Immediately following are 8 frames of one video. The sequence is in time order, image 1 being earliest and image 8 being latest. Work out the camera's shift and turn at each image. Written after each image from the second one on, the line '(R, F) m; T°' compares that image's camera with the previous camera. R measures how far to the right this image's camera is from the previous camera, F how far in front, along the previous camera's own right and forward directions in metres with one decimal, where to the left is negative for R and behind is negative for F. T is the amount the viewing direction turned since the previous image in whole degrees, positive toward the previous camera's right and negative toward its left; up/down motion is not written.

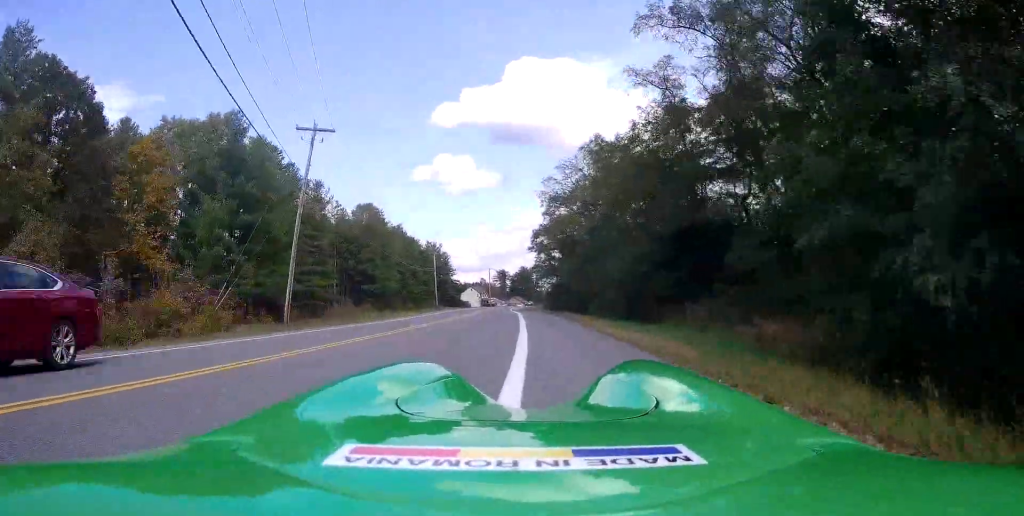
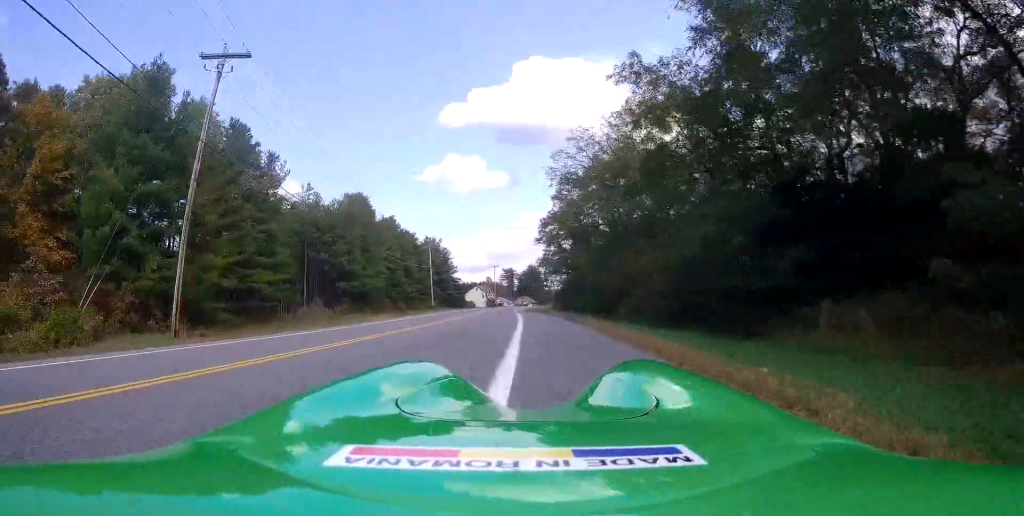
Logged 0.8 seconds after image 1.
(-0.1, +14.2) m; -1°
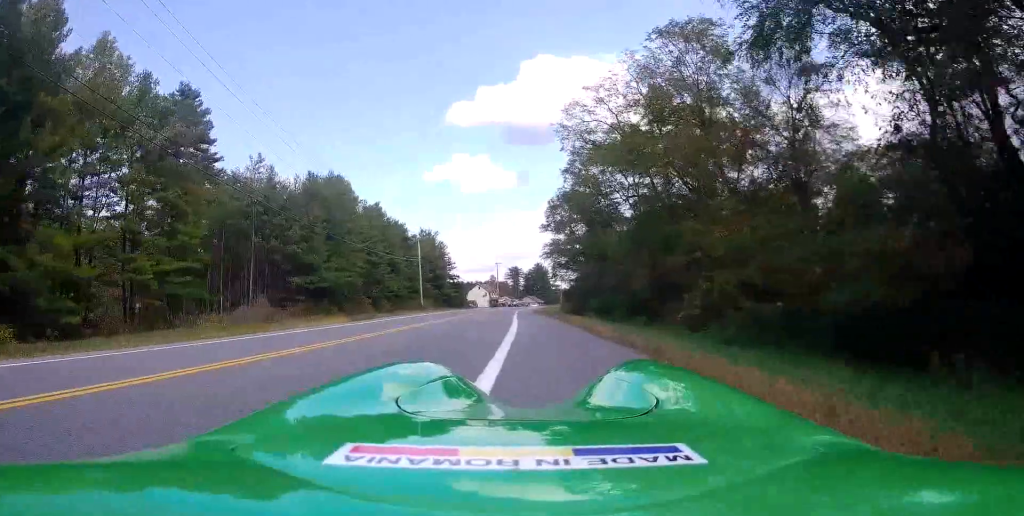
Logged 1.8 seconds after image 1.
(-0.2, +15.7) m; -1°
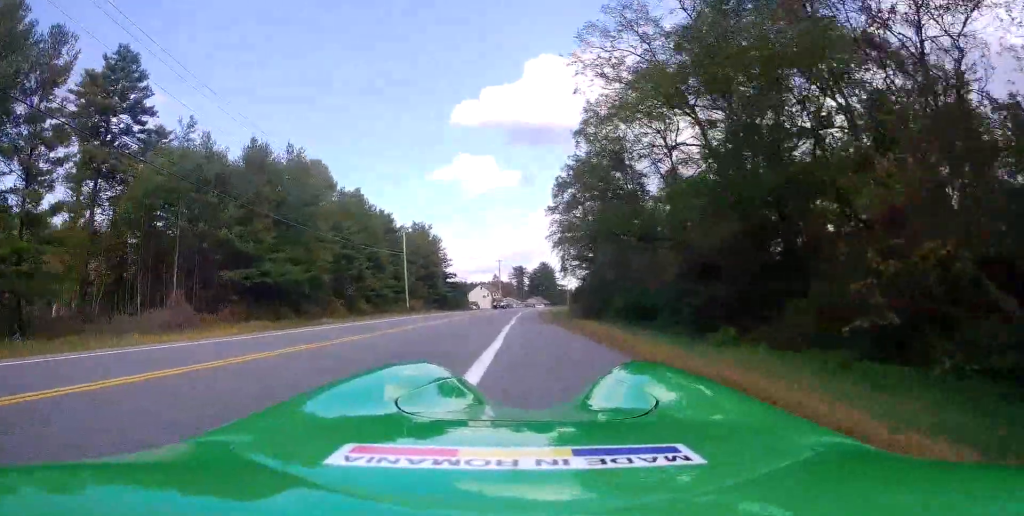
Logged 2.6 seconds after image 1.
(-0.2, +12.1) m; -1°
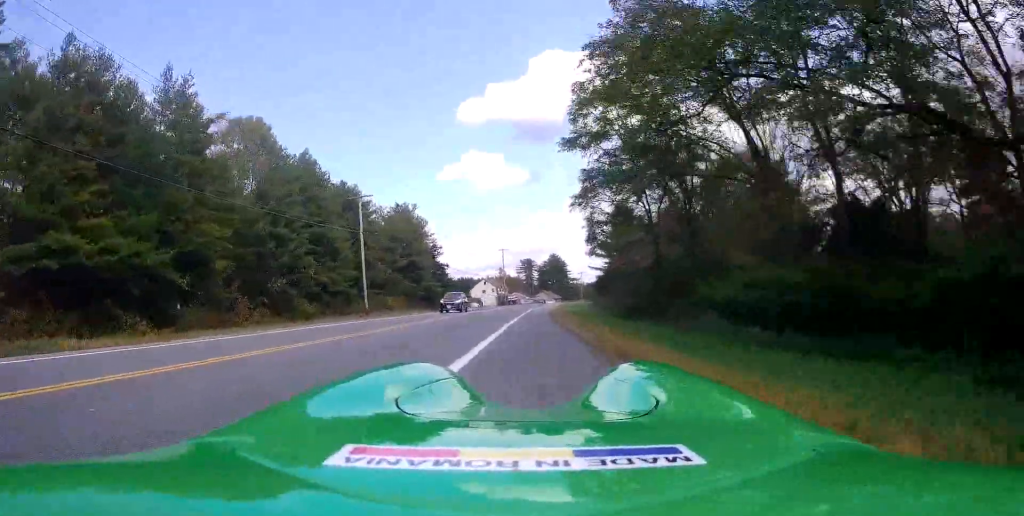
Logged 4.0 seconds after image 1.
(+0.1, +18.7) m; 0°
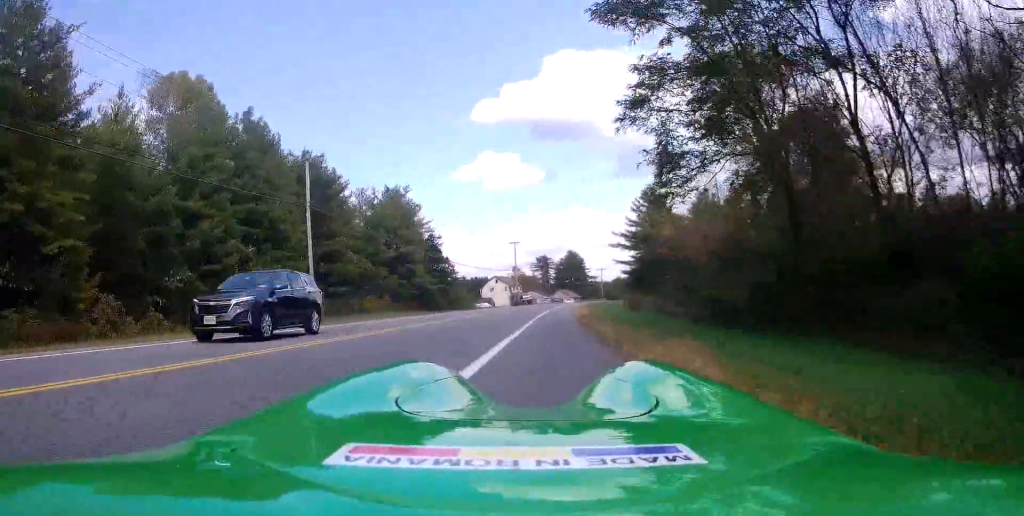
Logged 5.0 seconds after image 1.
(0.0, +14.2) m; -1°
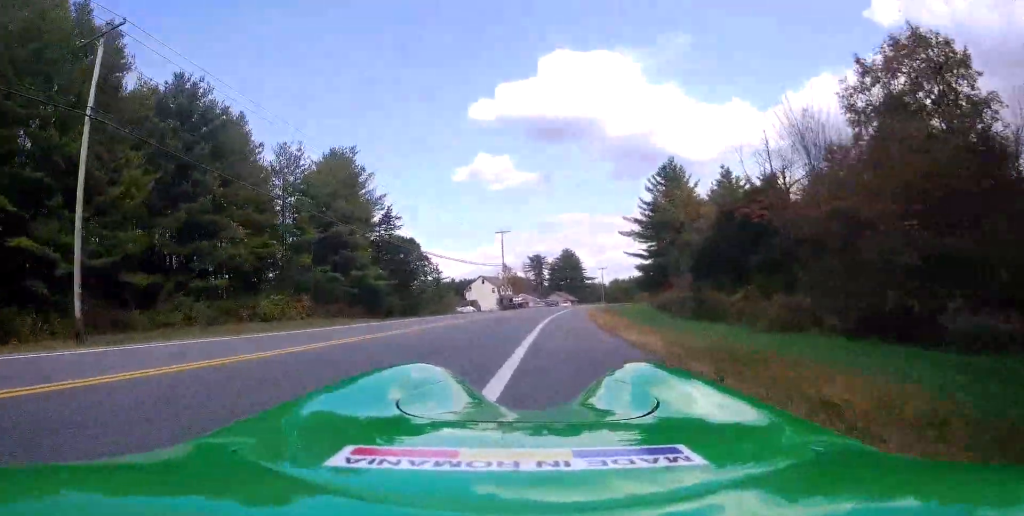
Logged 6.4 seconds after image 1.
(-0.4, +18.9) m; -2°
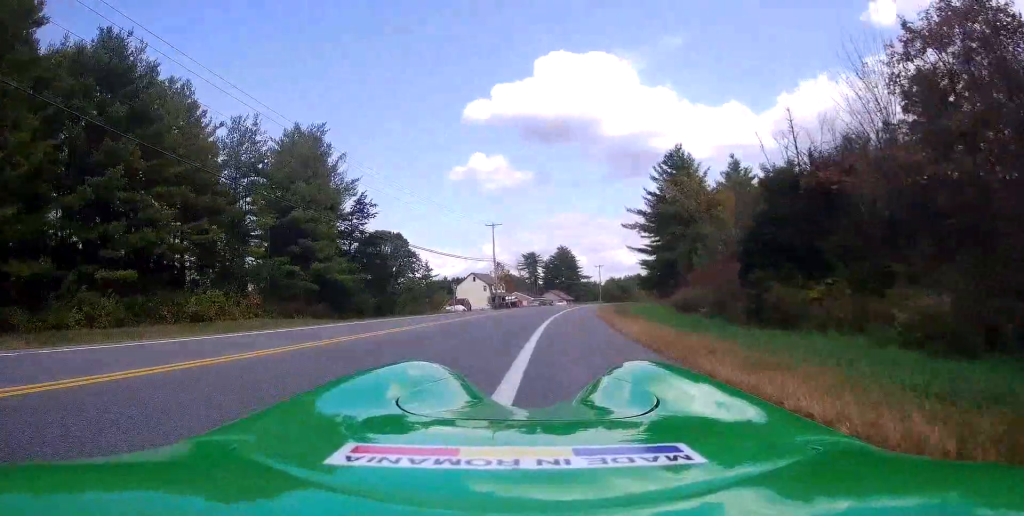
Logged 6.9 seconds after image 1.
(0.0, +7.0) m; 0°
